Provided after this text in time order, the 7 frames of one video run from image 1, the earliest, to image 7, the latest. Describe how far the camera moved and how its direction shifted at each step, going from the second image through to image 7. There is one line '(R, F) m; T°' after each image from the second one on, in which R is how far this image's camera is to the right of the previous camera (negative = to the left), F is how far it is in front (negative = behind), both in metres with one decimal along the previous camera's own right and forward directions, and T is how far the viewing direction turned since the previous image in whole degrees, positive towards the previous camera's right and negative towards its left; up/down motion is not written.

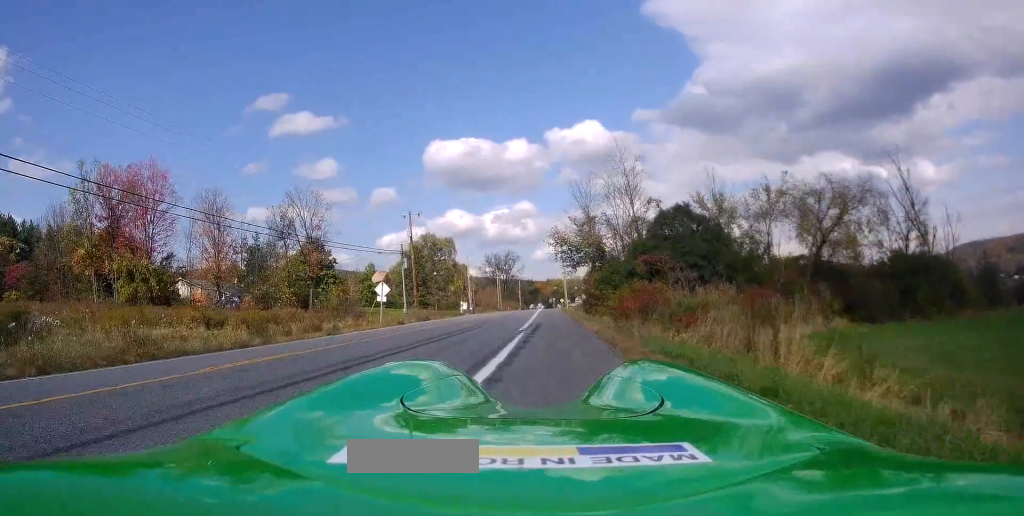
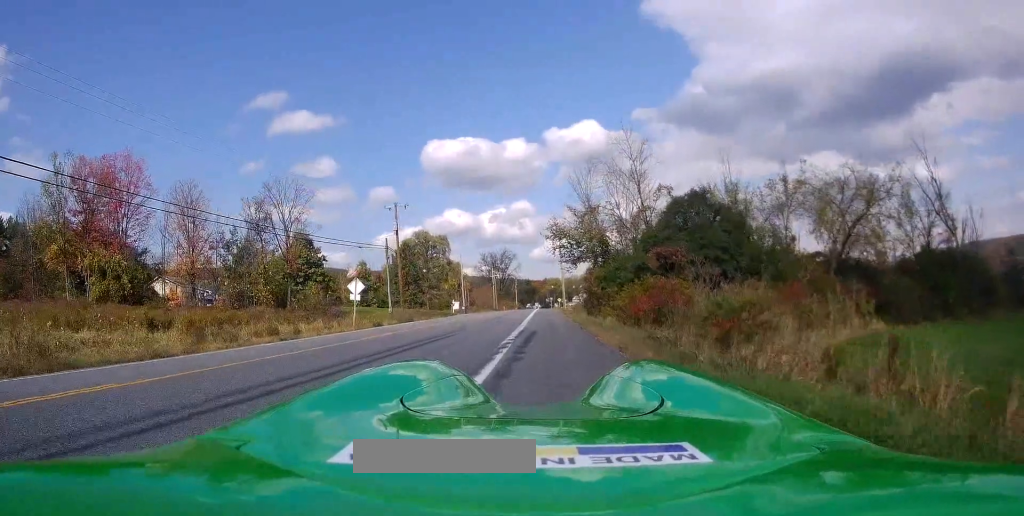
(0.0, +4.8) m; 0°
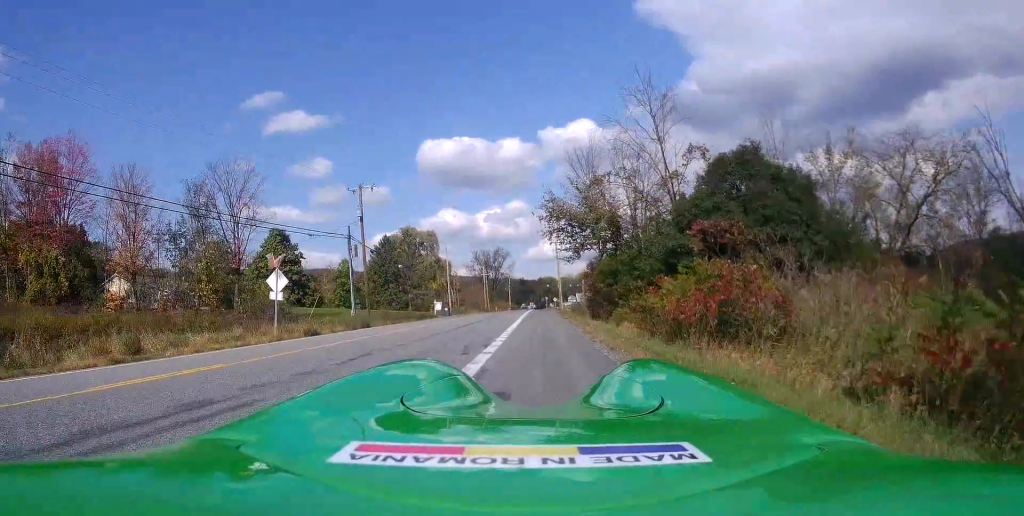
(0.0, +9.4) m; 0°
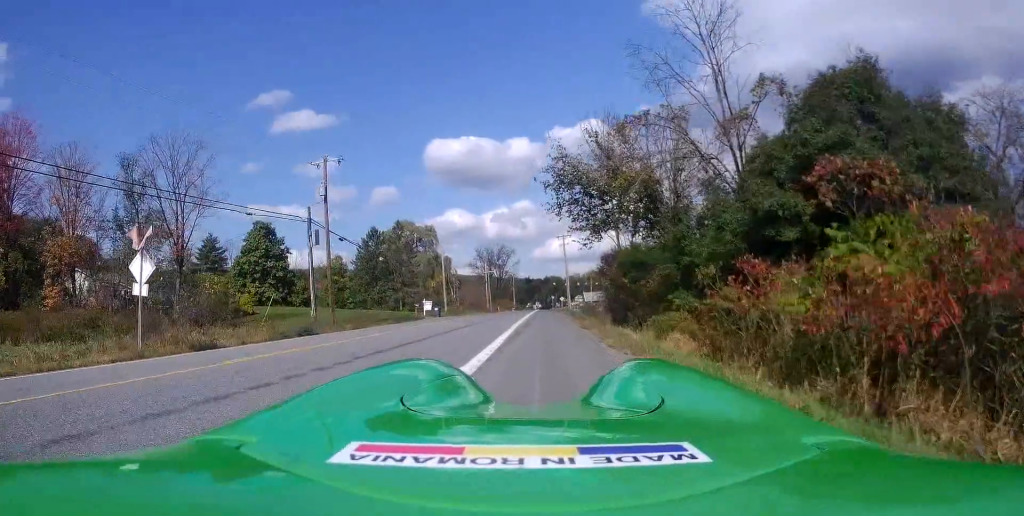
(0.0, +9.3) m; 0°
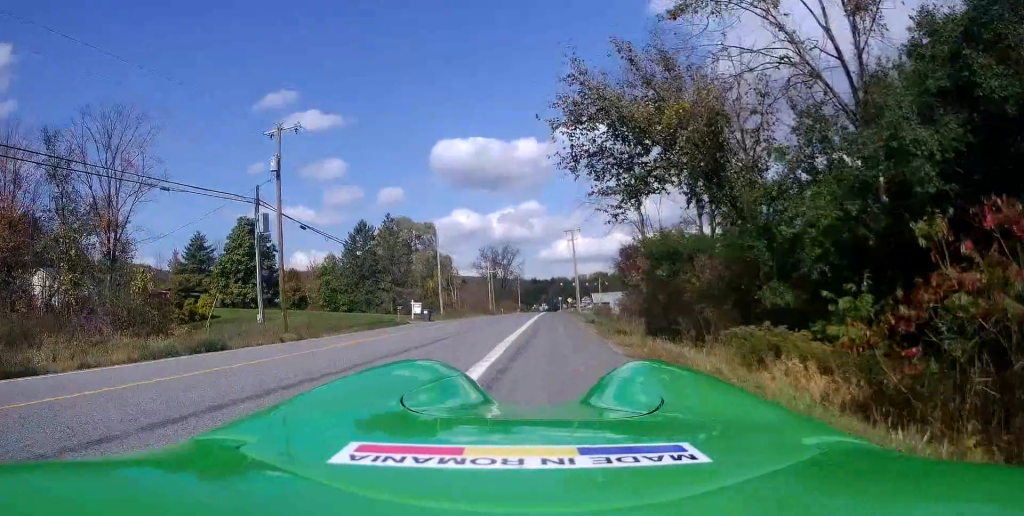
(0.0, +8.4) m; 0°
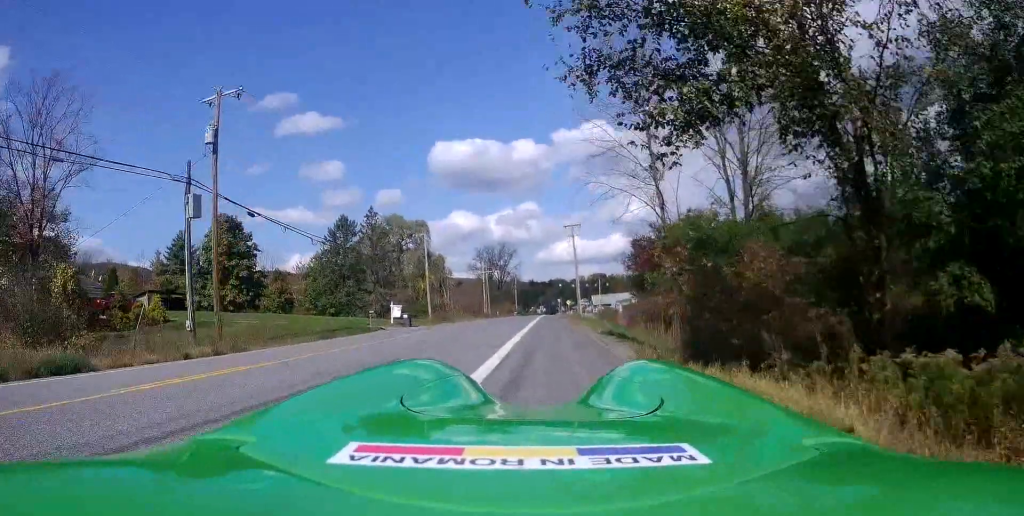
(0.0, +6.5) m; 0°
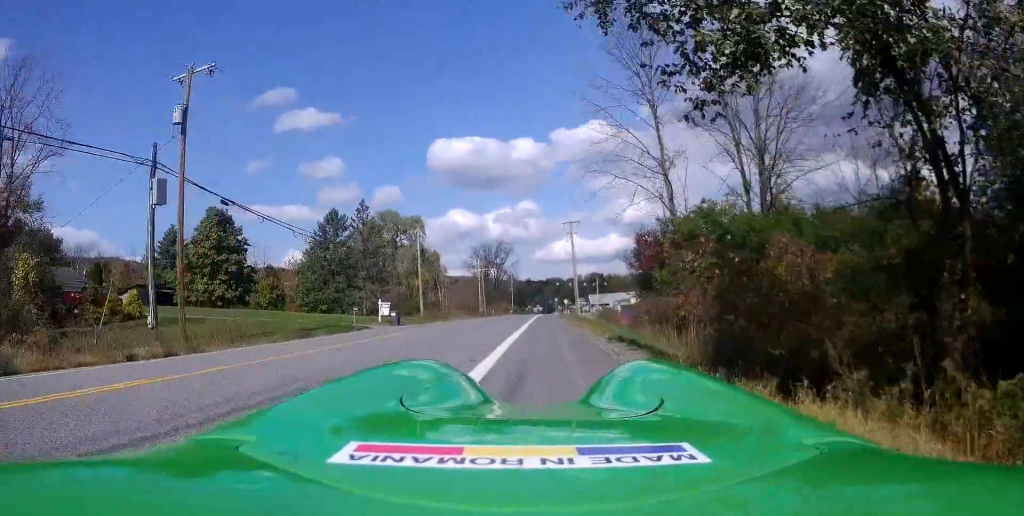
(0.0, +2.5) m; 0°
